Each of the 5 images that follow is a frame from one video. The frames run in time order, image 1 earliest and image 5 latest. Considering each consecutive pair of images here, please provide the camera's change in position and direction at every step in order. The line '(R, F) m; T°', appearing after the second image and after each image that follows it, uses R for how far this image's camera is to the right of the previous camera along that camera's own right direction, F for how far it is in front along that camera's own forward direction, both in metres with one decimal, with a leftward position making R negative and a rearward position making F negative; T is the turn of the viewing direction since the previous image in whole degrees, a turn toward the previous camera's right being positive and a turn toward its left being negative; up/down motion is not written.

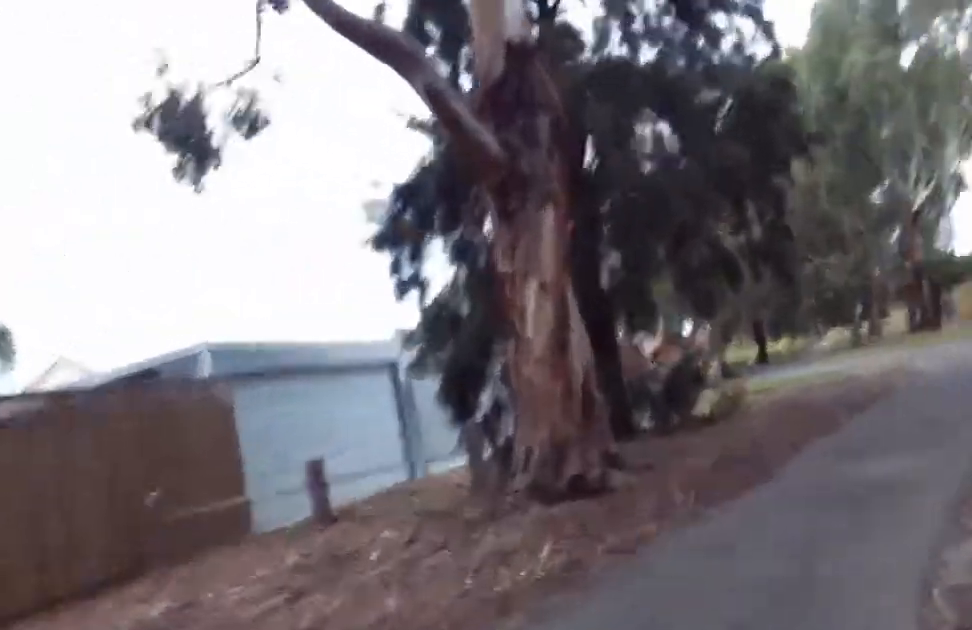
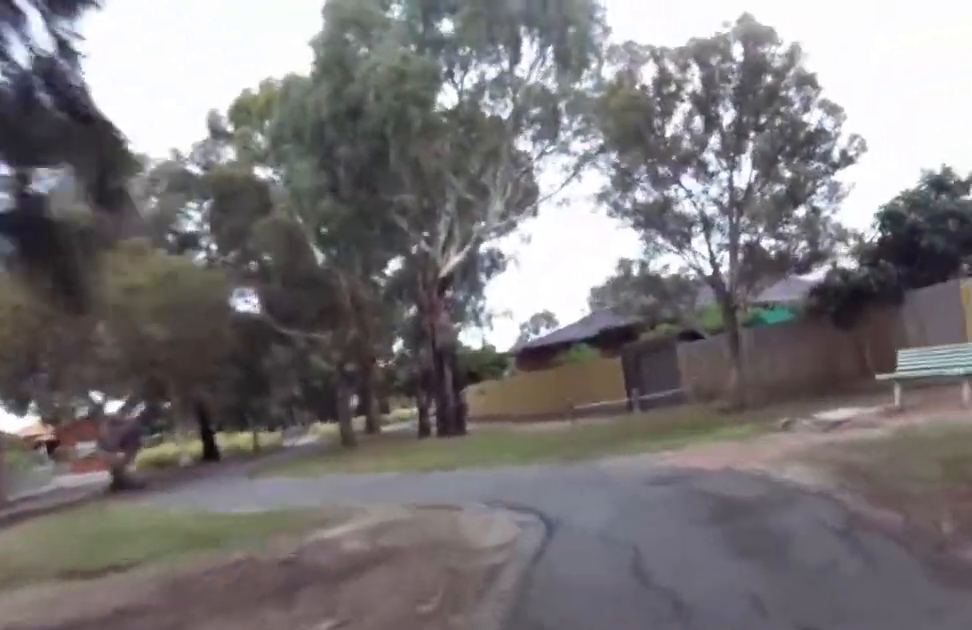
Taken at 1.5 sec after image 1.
(-0.2, +8.1) m; 0°
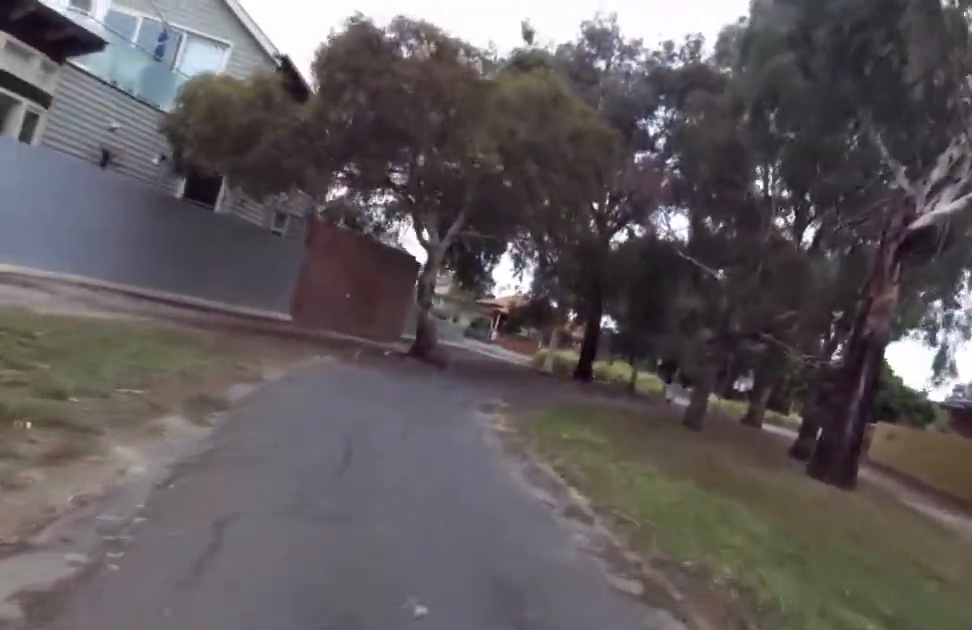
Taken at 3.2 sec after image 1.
(-0.2, +9.0) m; 0°
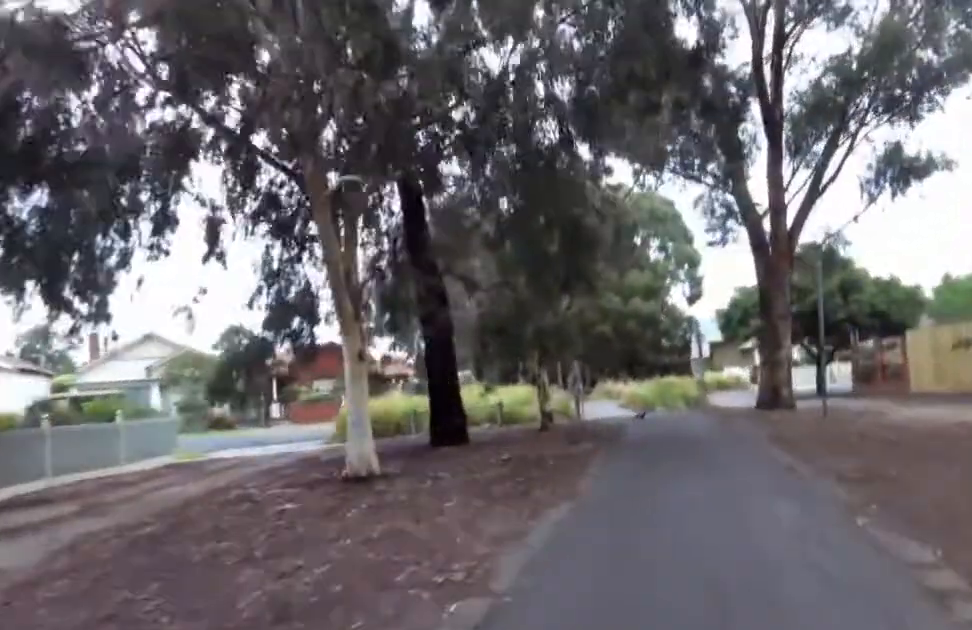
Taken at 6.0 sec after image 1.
(+0.5, +16.0) m; +6°
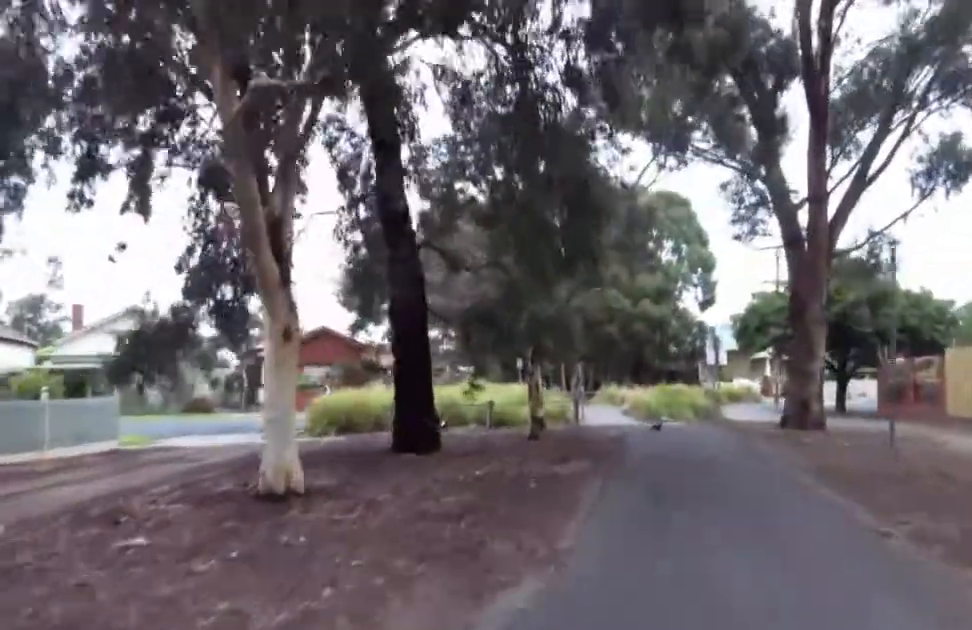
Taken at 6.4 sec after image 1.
(0.0, +2.3) m; 0°
